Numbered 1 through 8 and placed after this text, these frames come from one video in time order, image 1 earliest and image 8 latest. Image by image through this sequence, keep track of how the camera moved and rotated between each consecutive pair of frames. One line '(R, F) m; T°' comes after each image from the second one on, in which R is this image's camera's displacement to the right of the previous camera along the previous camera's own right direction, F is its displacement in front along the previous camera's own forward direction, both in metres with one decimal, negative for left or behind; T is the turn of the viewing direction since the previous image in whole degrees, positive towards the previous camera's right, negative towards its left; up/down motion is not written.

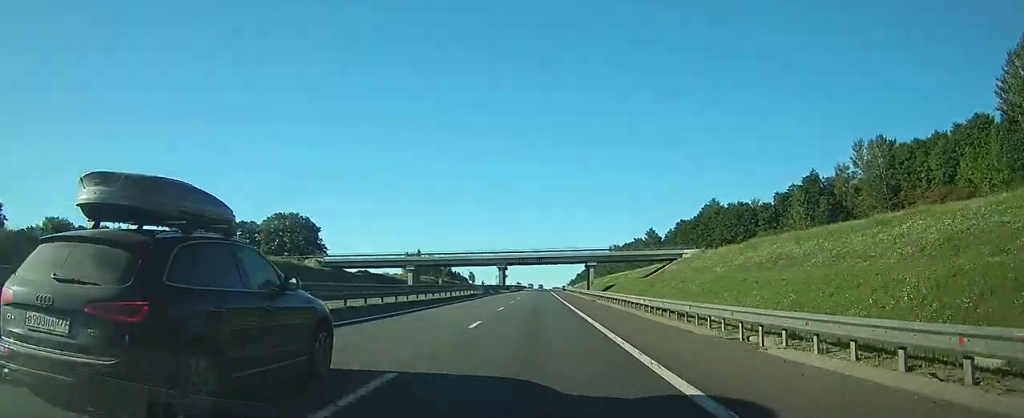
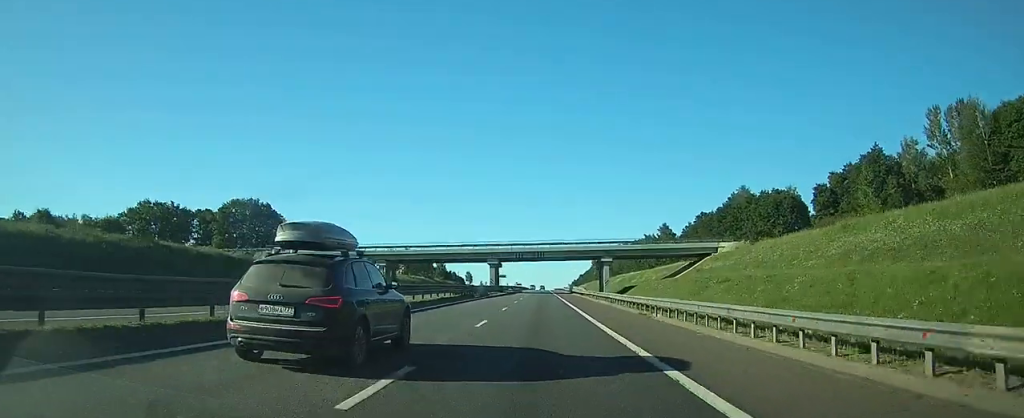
(0.0, +23.2) m; 0°
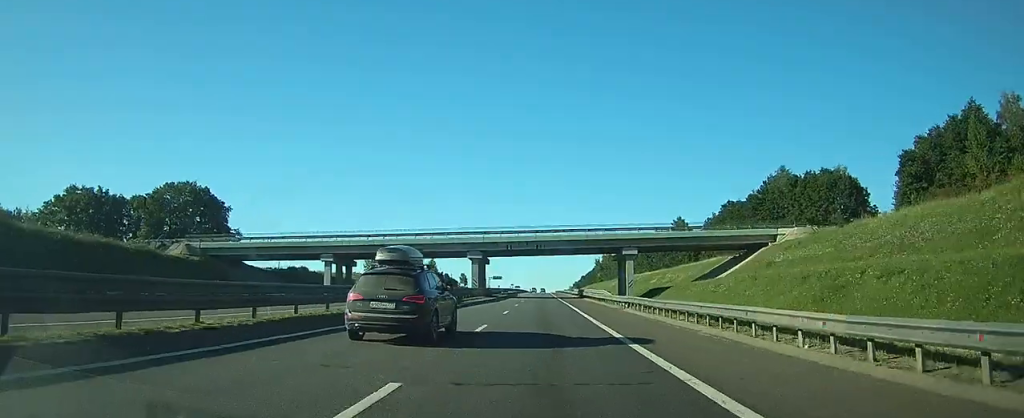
(0.0, +25.0) m; 0°
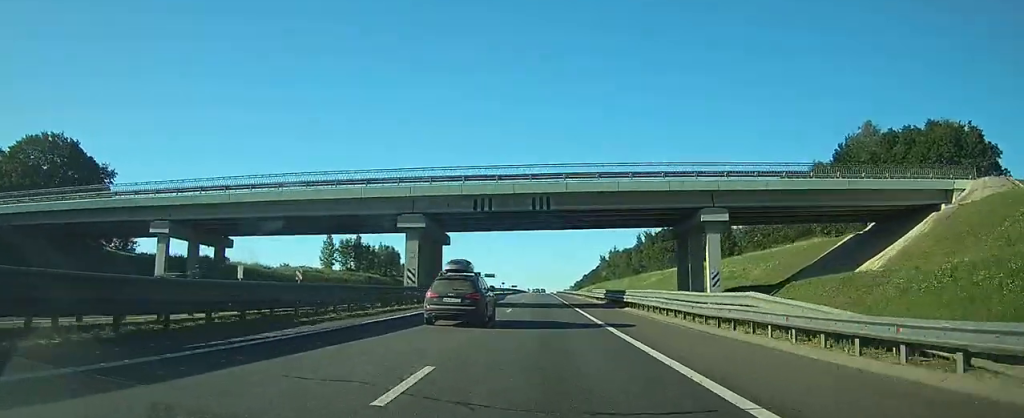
(-0.1, +34.1) m; 0°
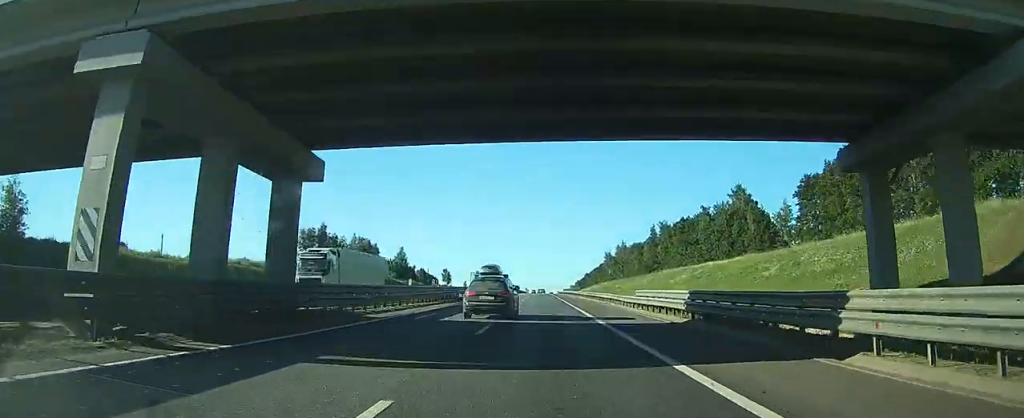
(0.0, +26.6) m; 0°
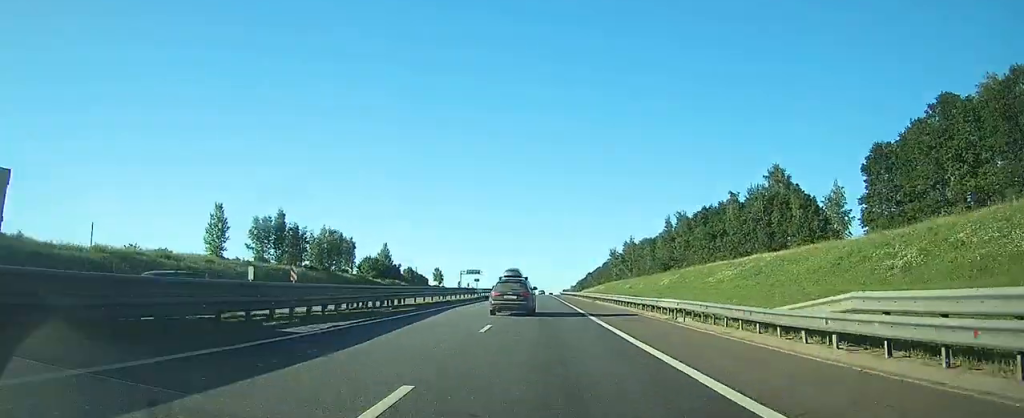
(0.0, +23.0) m; 0°
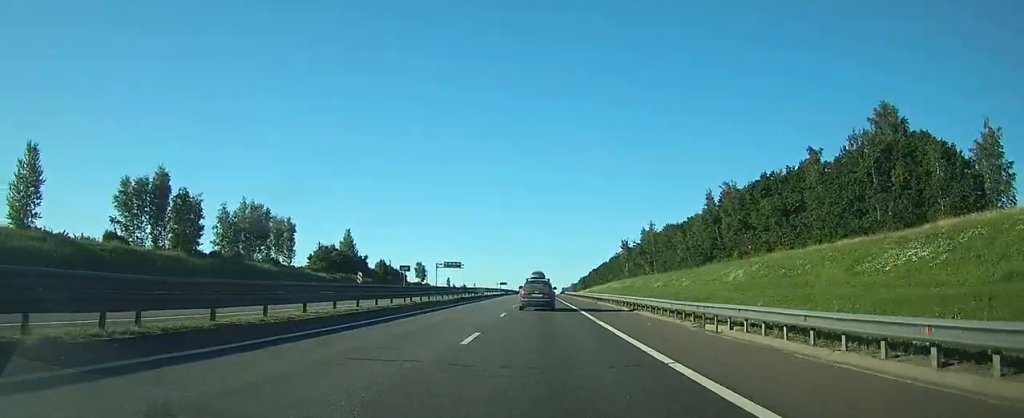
(-0.1, +39.4) m; 0°
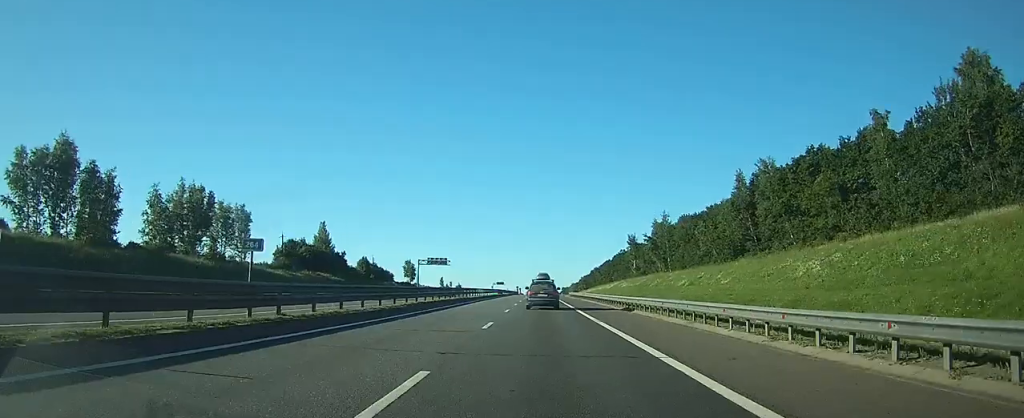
(0.0, +19.2) m; 0°
